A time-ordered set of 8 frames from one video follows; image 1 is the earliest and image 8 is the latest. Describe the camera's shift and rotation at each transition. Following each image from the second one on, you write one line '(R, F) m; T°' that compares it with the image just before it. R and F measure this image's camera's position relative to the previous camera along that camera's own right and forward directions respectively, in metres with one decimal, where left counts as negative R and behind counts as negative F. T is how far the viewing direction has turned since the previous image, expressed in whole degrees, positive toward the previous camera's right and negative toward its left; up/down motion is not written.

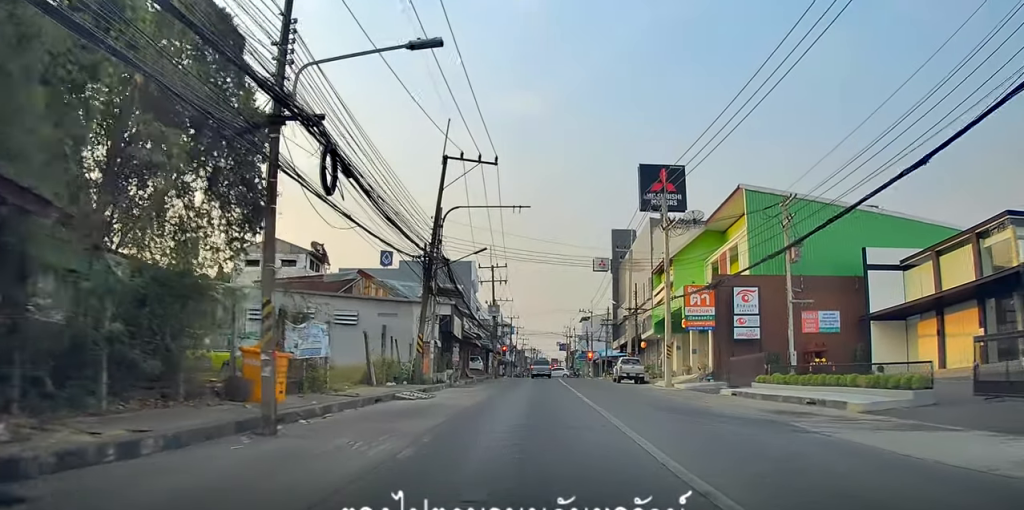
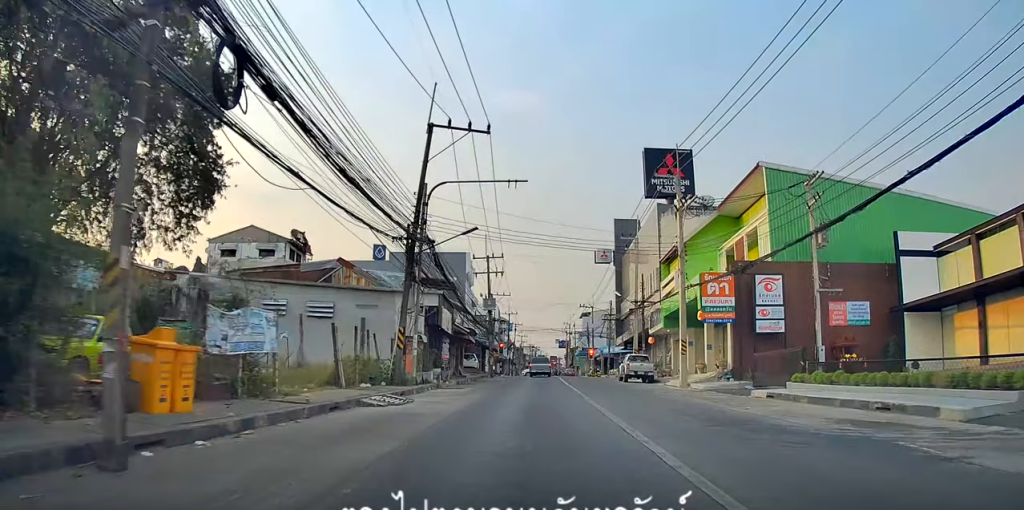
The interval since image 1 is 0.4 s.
(0.0, +3.9) m; 0°
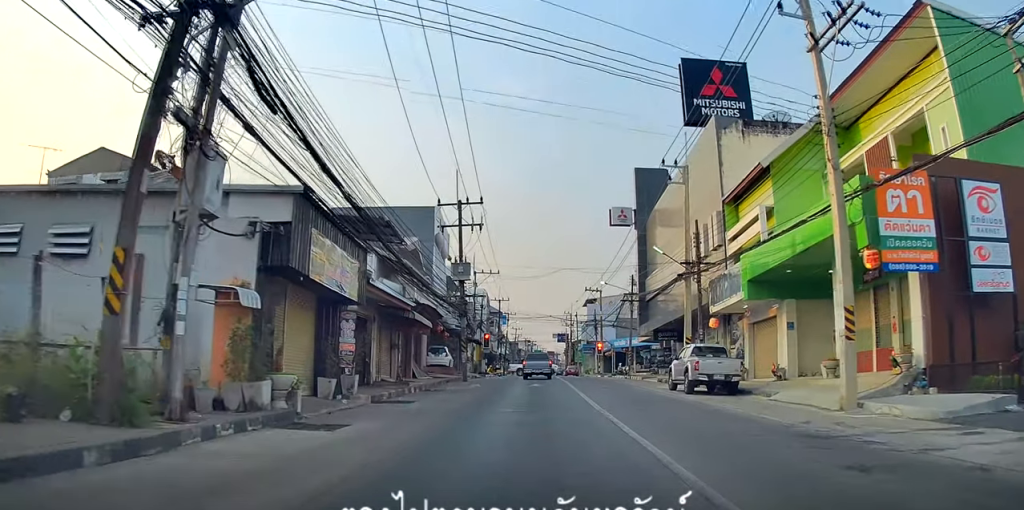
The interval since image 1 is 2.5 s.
(+0.2, +18.5) m; +1°
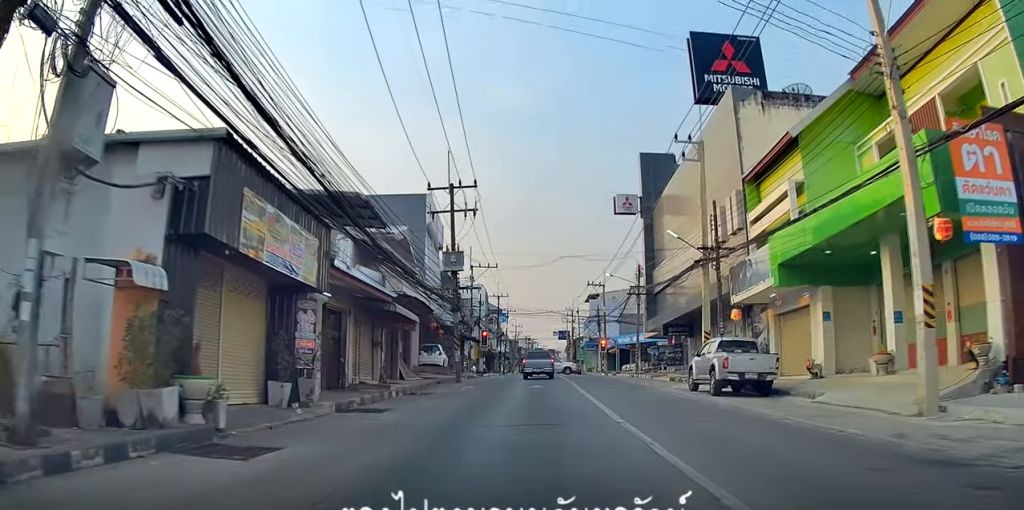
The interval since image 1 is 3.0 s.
(+0.3, +3.5) m; 0°
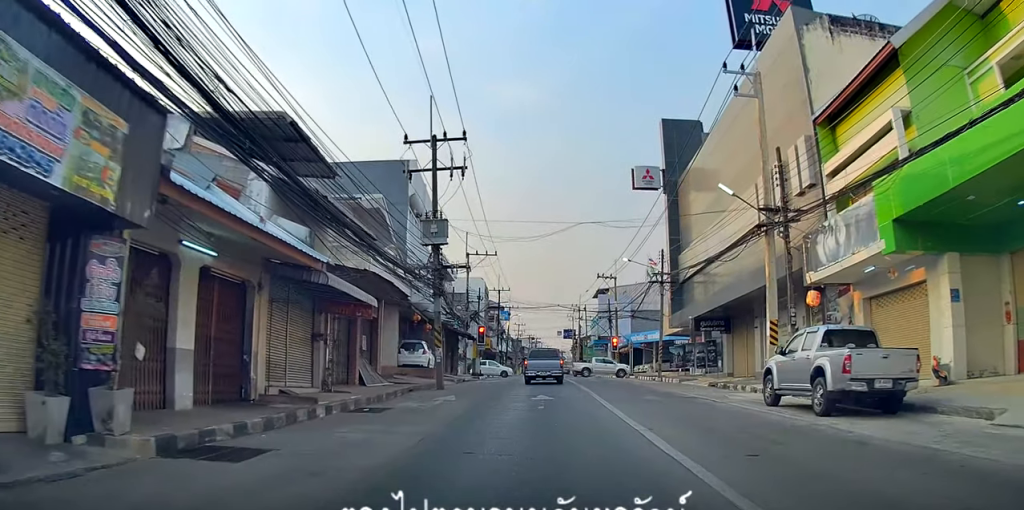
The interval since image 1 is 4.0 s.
(-0.4, +8.2) m; +1°
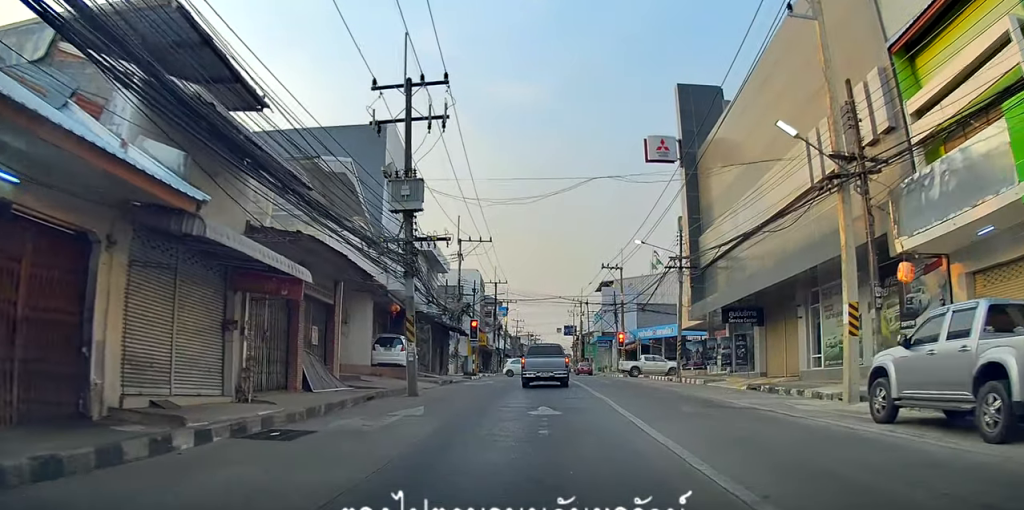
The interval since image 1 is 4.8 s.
(+0.4, +5.9) m; +1°
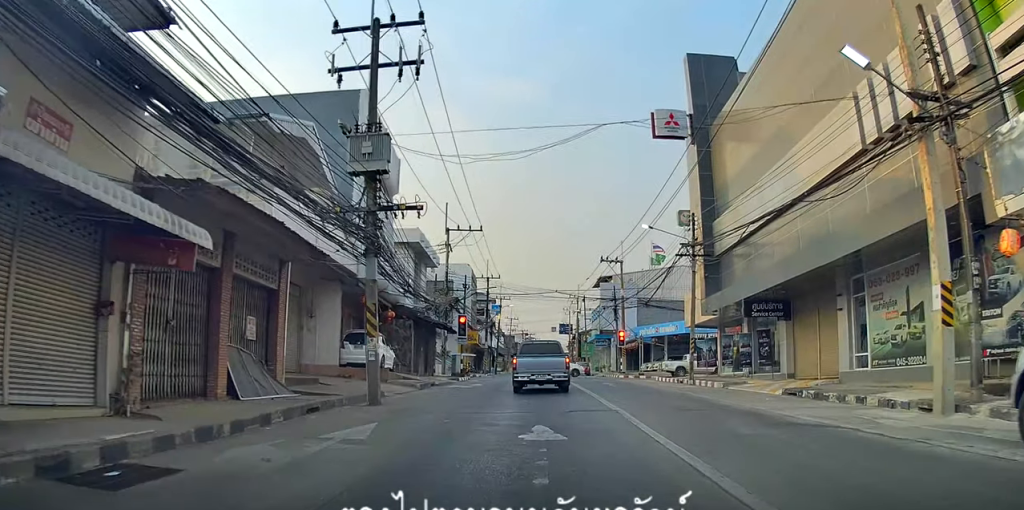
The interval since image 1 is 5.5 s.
(0.0, +4.8) m; +1°
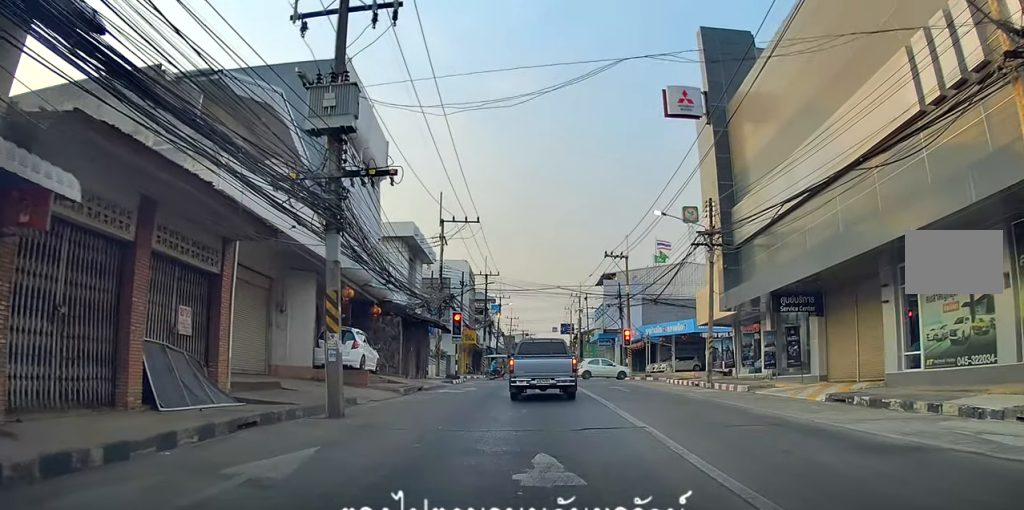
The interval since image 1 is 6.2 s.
(-0.5, +3.9) m; +1°
